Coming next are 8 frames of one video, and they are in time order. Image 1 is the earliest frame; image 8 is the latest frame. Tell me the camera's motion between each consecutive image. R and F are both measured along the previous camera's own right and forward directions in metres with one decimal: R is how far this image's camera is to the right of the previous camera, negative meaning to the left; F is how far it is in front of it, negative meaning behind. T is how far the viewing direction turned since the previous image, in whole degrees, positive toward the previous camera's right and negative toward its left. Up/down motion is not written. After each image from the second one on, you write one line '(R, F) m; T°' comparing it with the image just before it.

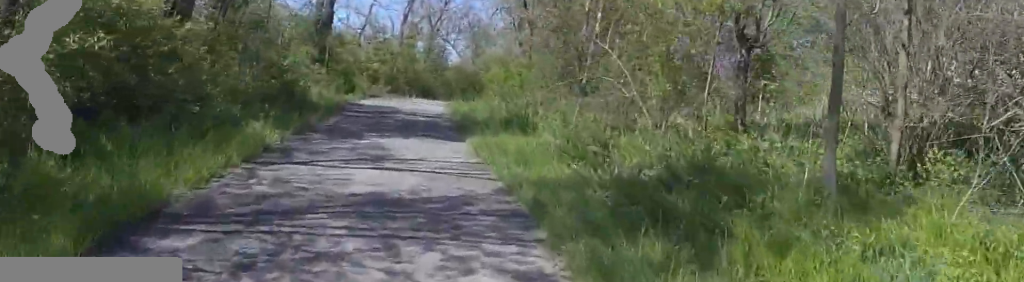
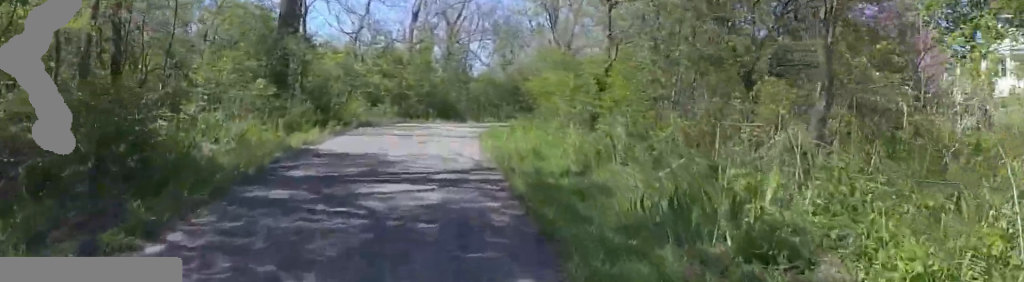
(0.0, +7.5) m; -14°
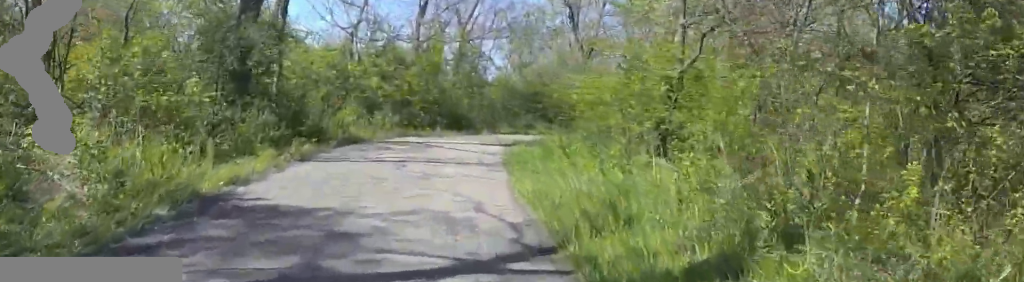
(-0.8, +3.1) m; 0°
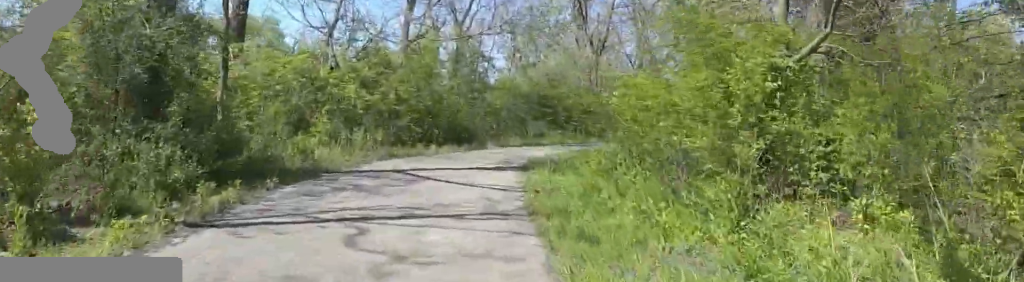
(0.0, +2.9) m; +5°
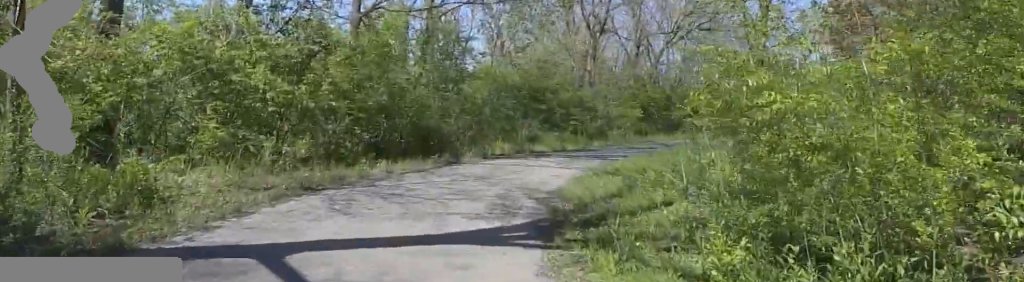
(+0.9, +4.8) m; +10°
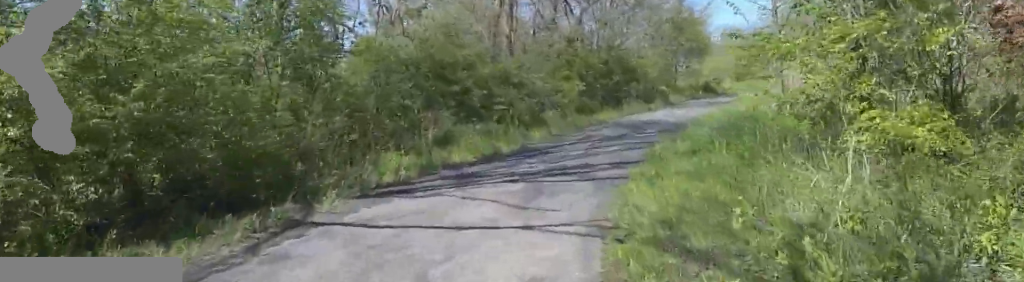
(0.0, +5.9) m; +5°
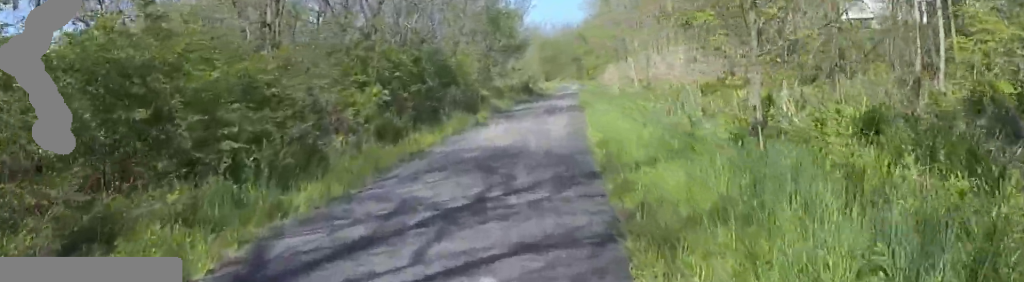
(+0.8, +6.7) m; +18°
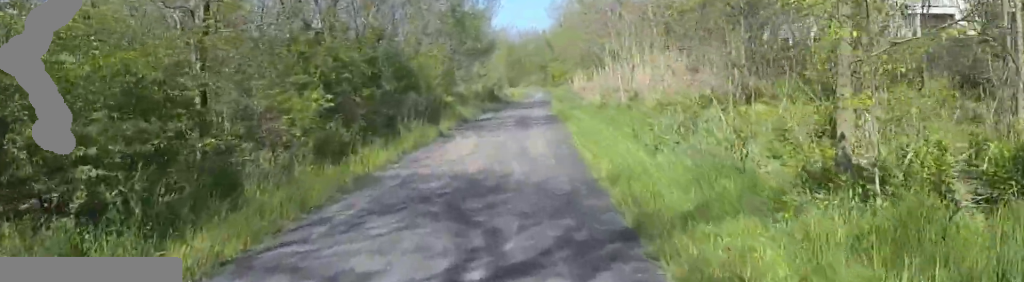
(+0.1, +2.5) m; +6°
